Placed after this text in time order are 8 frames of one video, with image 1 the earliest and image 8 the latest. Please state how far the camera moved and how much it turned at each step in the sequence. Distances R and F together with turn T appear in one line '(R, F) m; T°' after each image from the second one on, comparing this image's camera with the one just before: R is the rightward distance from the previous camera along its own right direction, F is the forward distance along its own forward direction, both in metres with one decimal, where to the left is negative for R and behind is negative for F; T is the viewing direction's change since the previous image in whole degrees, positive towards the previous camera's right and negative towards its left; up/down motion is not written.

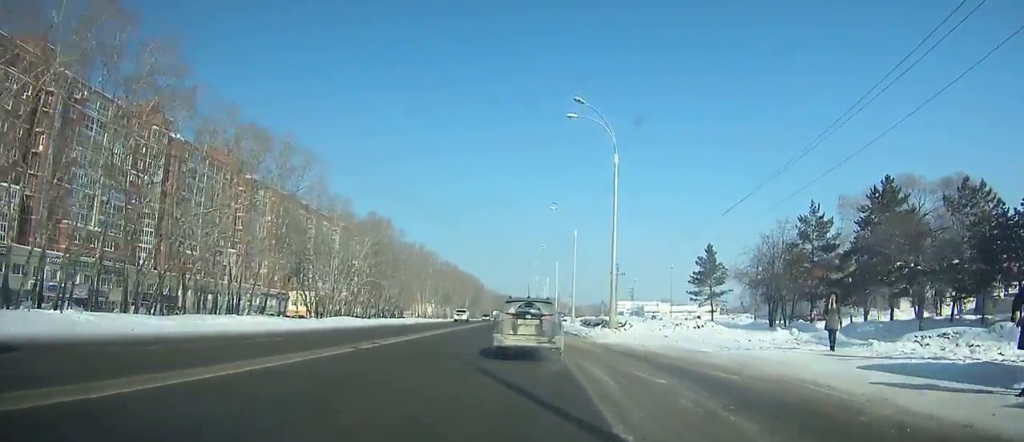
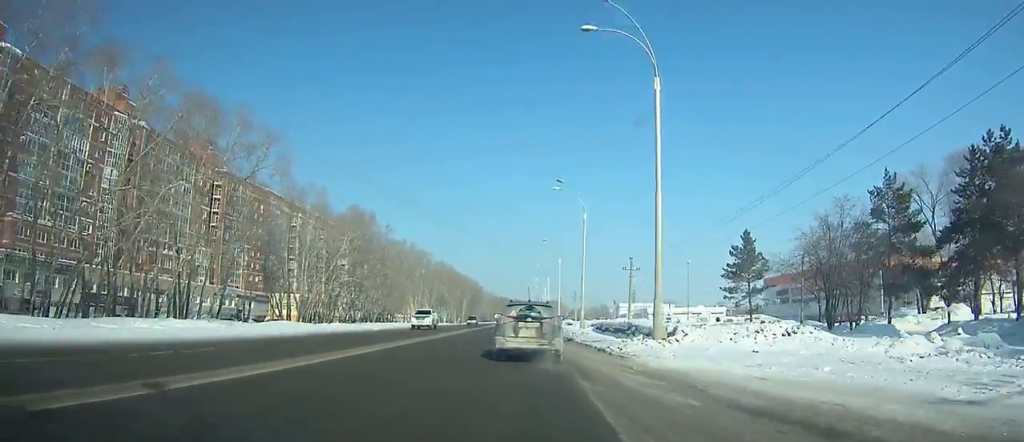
(0.0, +11.8) m; 0°
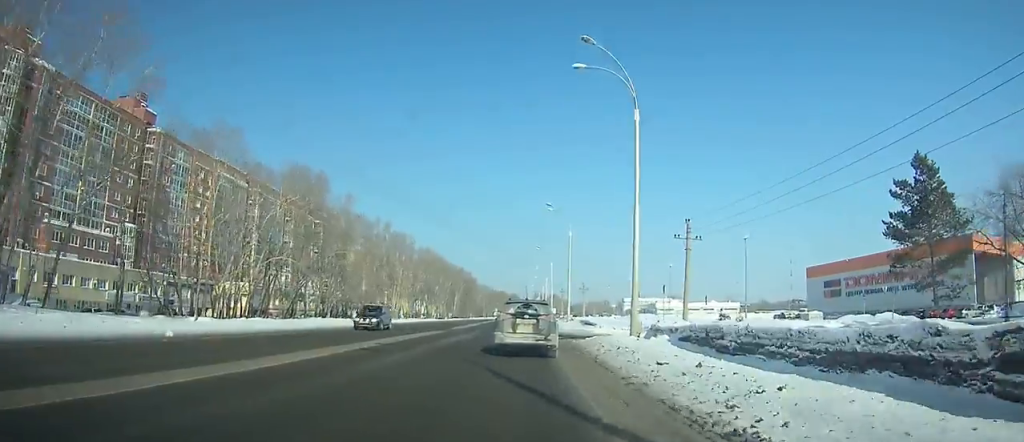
(0.0, +24.9) m; 0°
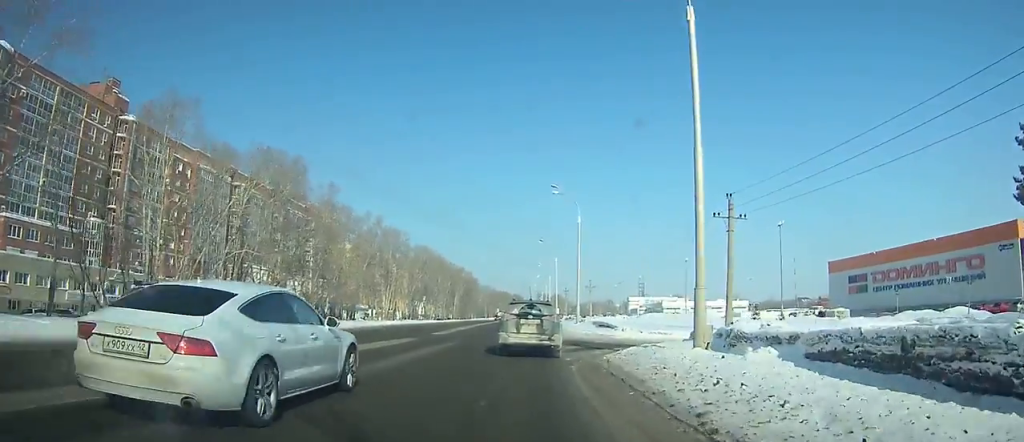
(0.0, +8.7) m; 0°
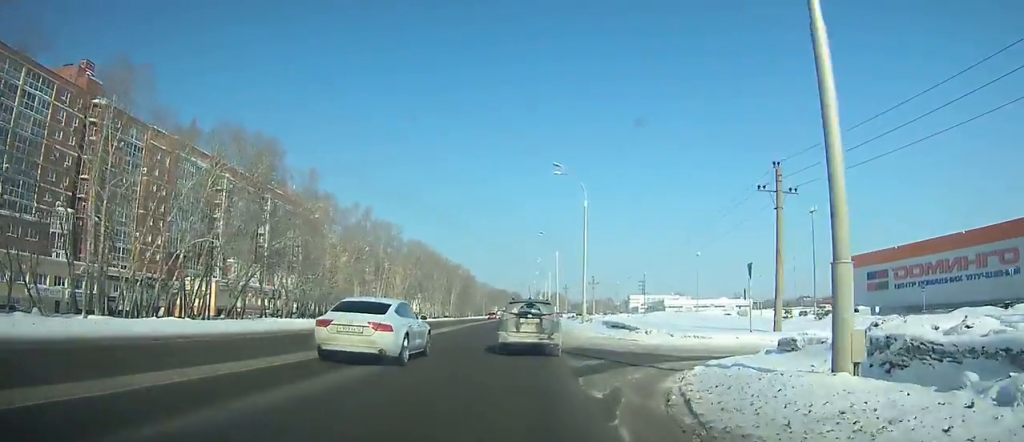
(0.0, +6.9) m; 0°
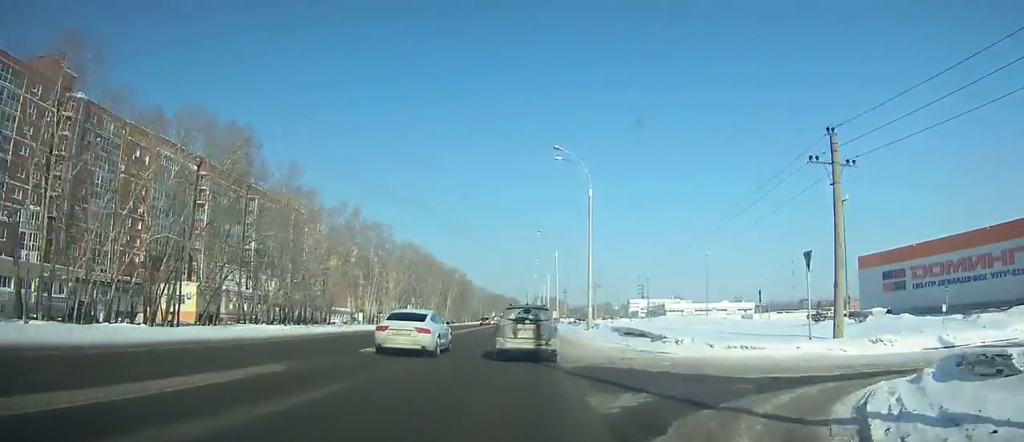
(0.0, +5.4) m; 0°
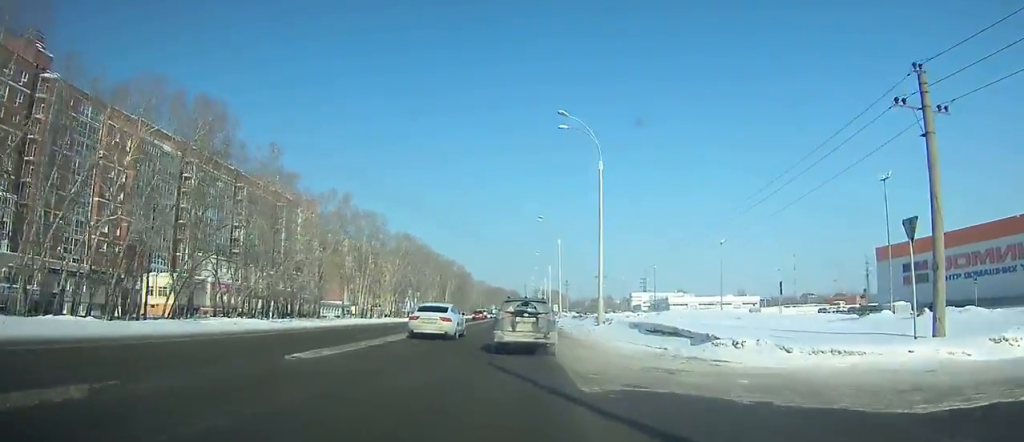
(0.0, +5.5) m; 0°
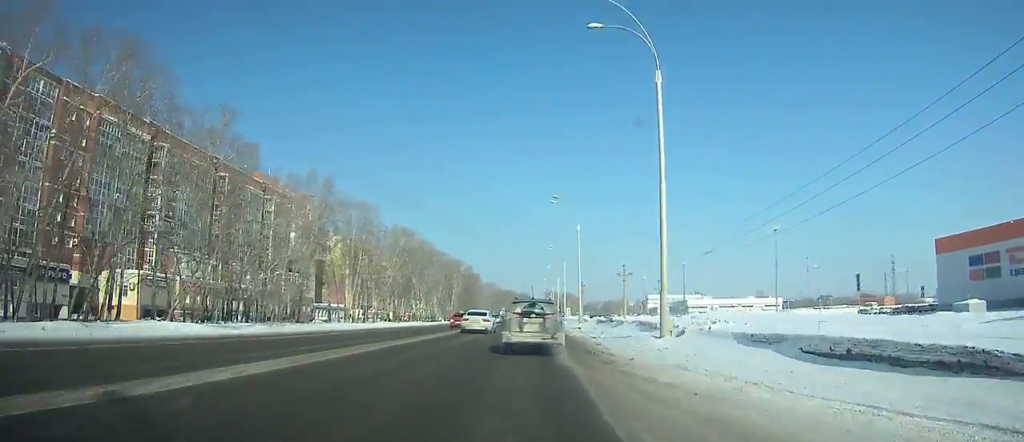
(0.0, +12.8) m; 0°
